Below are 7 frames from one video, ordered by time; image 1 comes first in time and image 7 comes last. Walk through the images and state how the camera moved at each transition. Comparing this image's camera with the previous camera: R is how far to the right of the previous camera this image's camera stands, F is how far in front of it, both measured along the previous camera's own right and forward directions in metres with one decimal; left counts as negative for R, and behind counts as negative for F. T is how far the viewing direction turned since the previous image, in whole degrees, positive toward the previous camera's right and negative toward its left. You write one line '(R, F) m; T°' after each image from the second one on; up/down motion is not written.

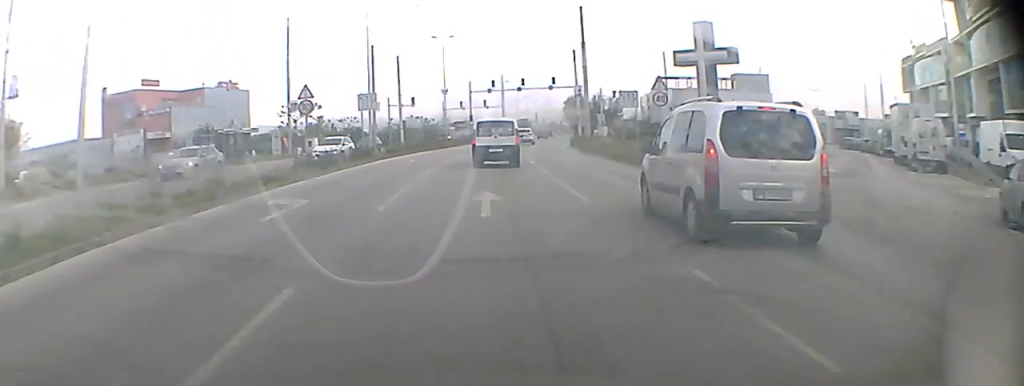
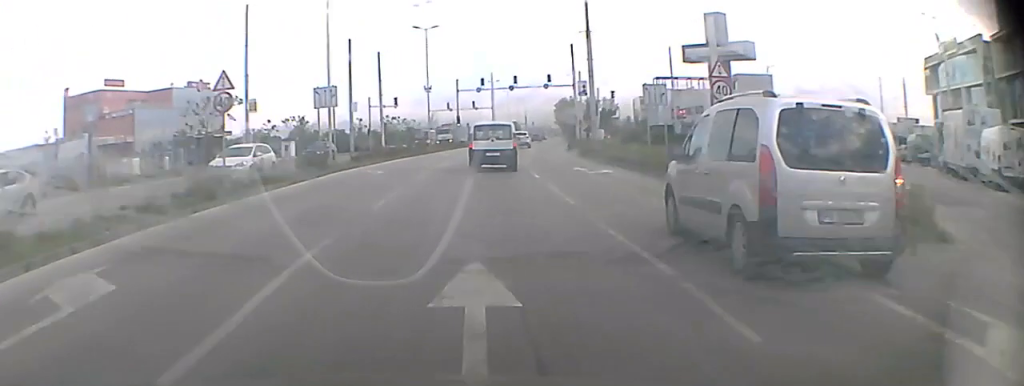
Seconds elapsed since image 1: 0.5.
(0.0, +8.4) m; +2°
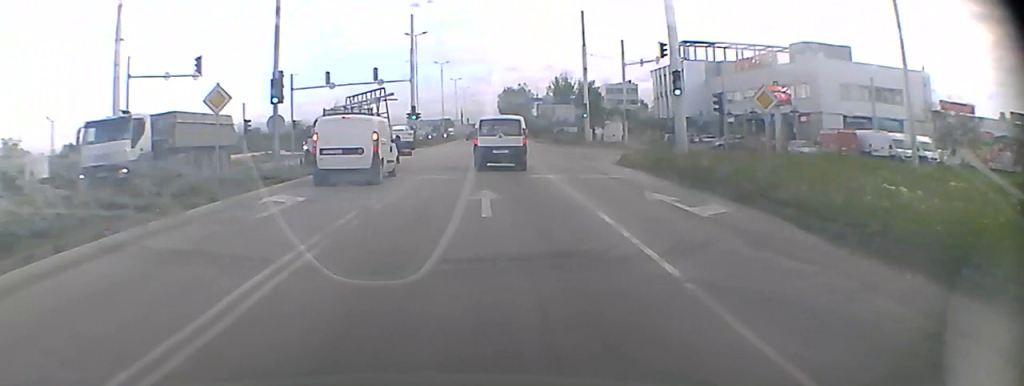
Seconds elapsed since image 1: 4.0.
(+4.3, +59.9) m; +6°
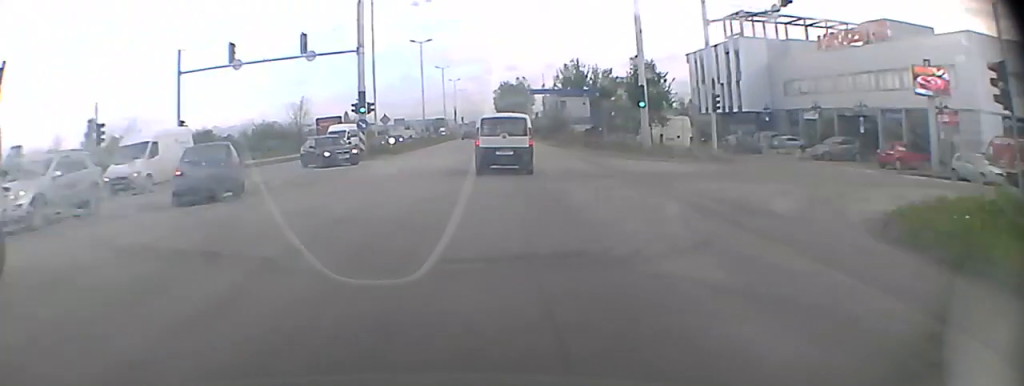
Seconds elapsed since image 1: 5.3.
(0.0, +23.4) m; 0°
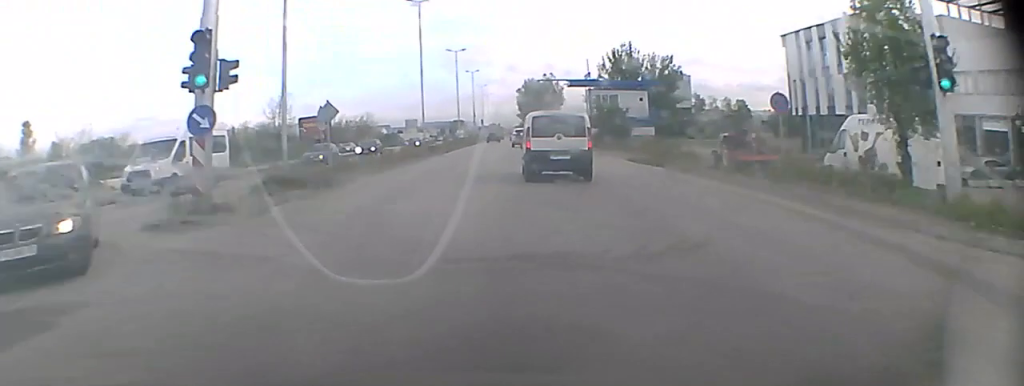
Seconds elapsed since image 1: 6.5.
(+0.1, +24.0) m; +1°
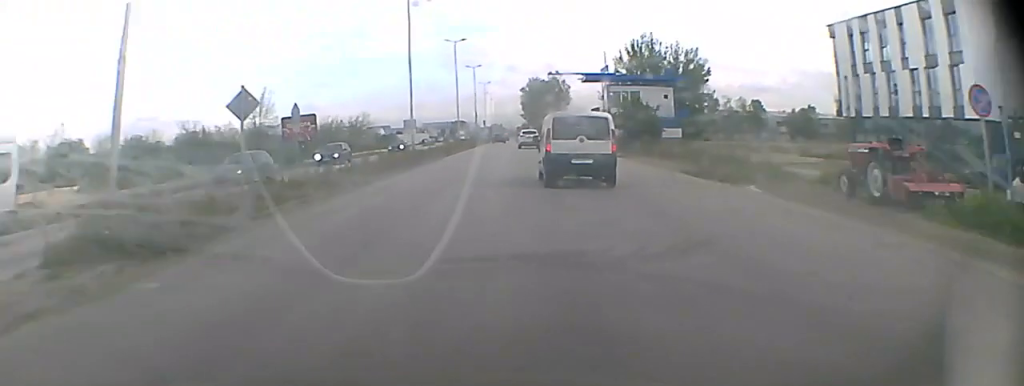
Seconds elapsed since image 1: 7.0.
(0.0, +9.4) m; 0°
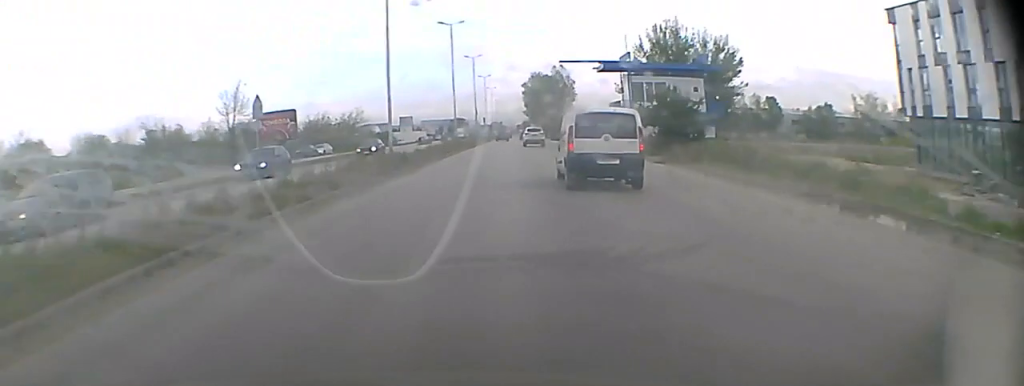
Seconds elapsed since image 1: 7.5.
(0.0, +9.6) m; 0°
